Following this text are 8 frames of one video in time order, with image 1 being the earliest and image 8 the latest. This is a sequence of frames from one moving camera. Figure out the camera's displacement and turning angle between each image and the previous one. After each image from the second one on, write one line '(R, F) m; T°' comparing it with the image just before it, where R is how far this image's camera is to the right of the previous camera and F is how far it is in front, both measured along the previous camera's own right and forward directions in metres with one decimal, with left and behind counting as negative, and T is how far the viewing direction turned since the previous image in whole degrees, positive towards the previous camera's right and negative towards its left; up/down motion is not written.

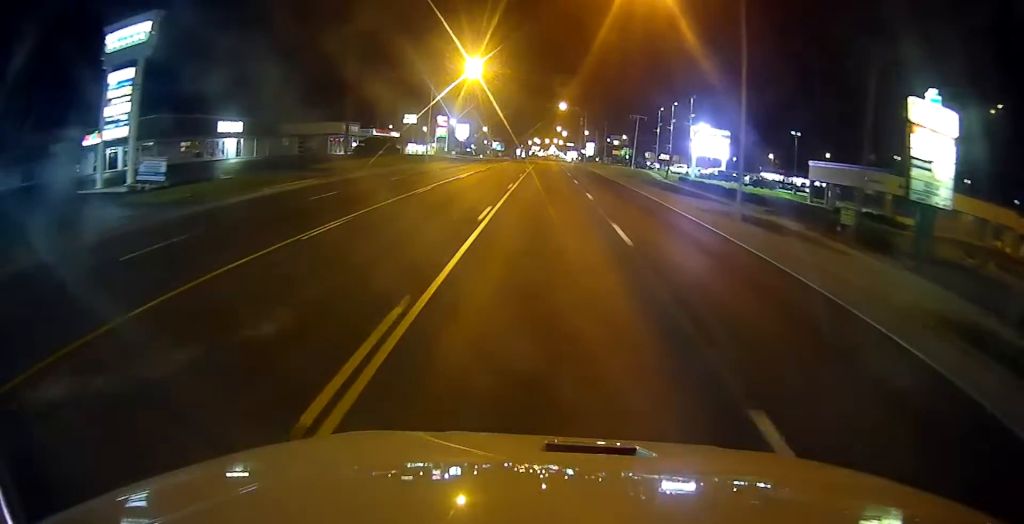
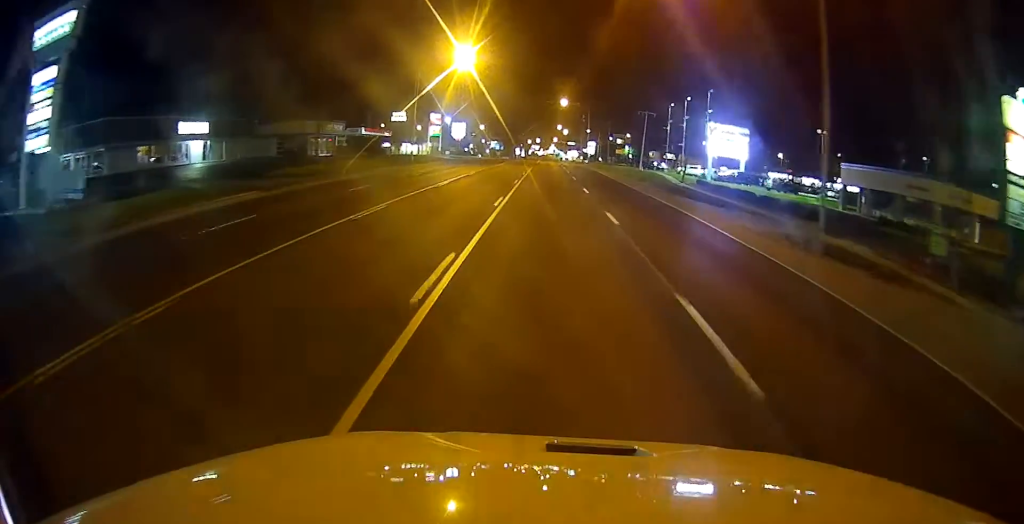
(-0.2, +8.4) m; -1°
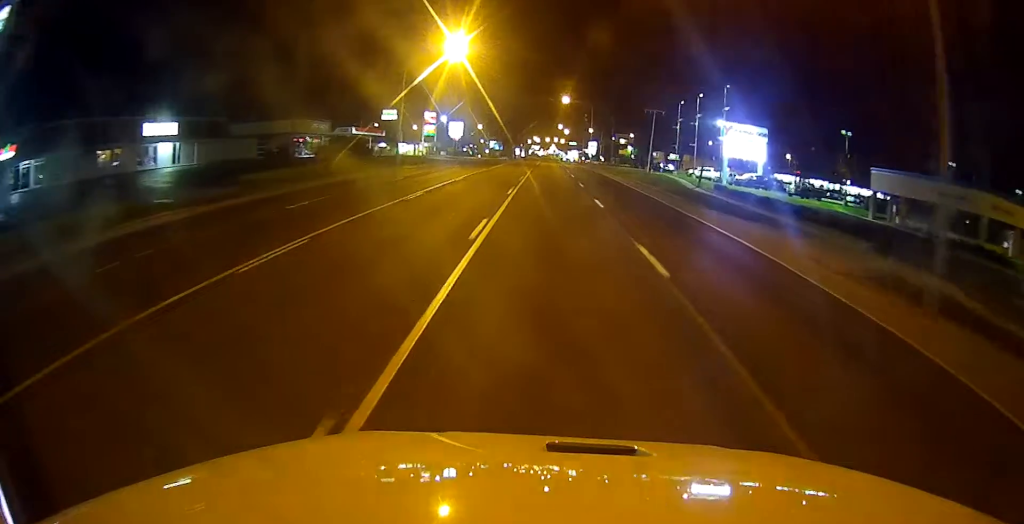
(-0.2, +6.6) m; -1°
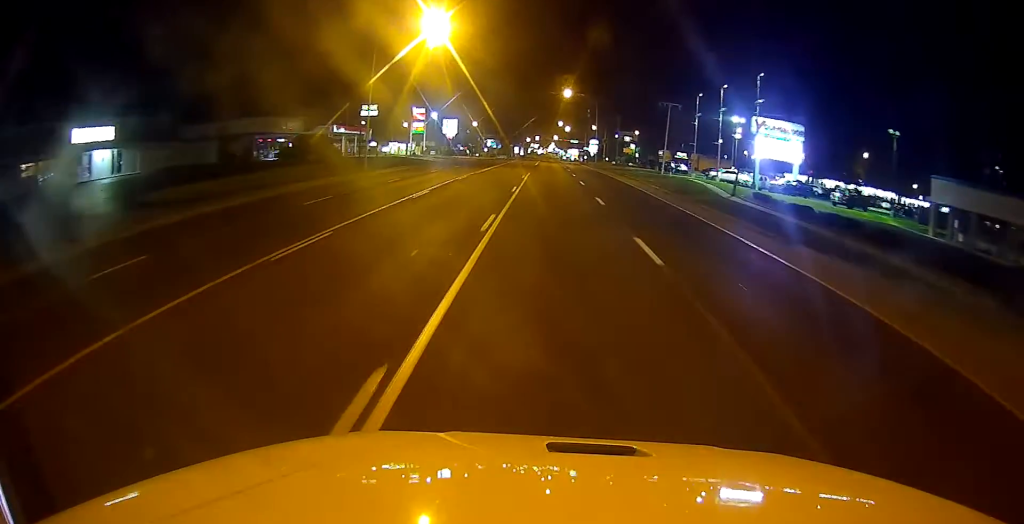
(0.0, +11.0) m; 0°
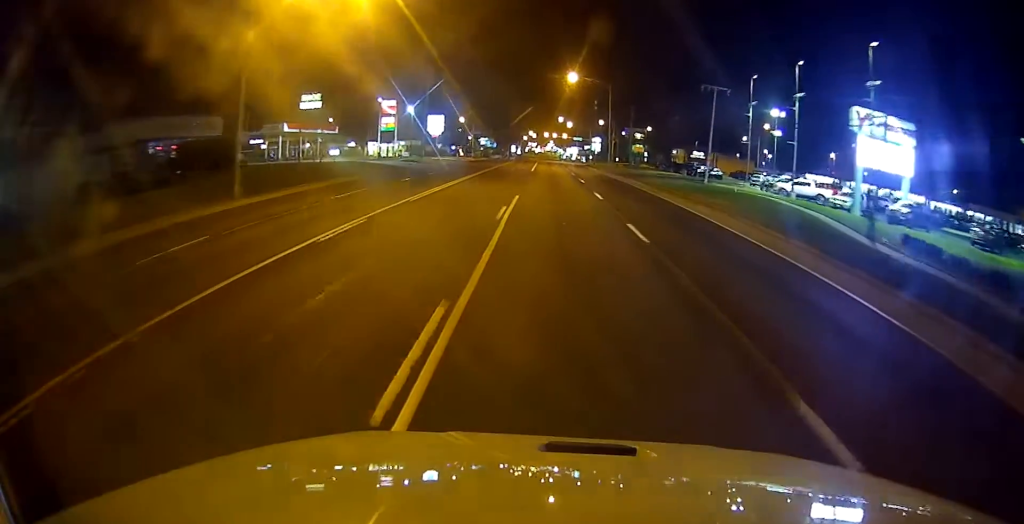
(0.0, +21.8) m; +1°
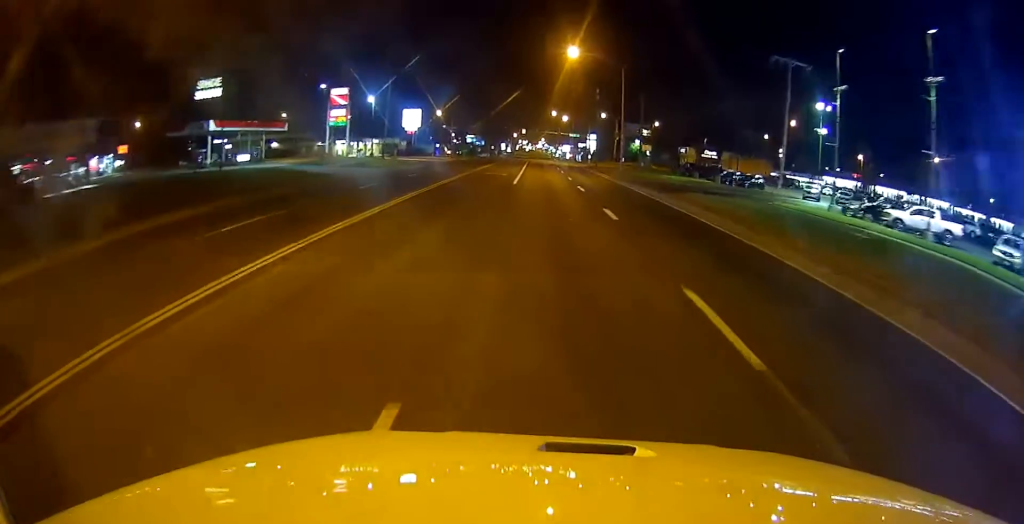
(+0.6, +20.0) m; +2°
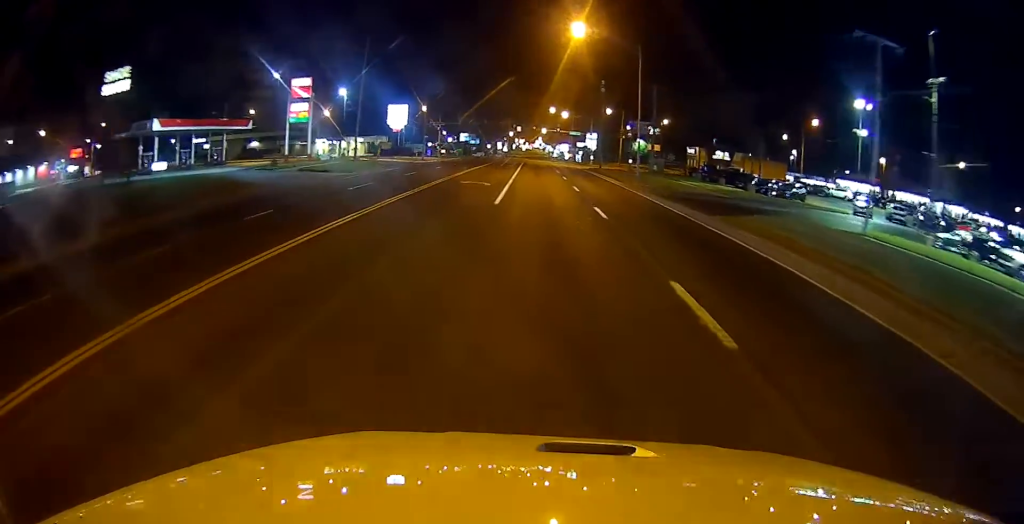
(0.0, +11.7) m; 0°
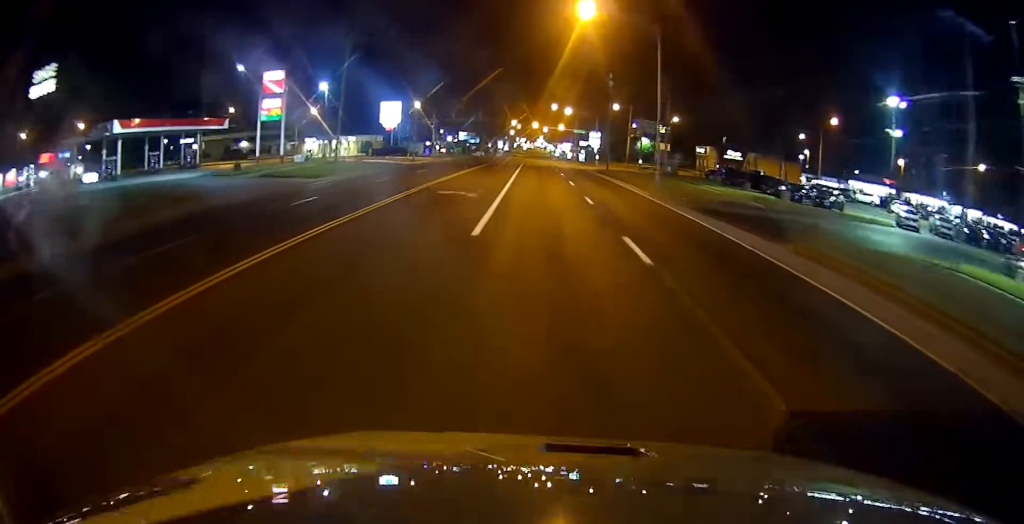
(-0.3, +7.3) m; 0°
